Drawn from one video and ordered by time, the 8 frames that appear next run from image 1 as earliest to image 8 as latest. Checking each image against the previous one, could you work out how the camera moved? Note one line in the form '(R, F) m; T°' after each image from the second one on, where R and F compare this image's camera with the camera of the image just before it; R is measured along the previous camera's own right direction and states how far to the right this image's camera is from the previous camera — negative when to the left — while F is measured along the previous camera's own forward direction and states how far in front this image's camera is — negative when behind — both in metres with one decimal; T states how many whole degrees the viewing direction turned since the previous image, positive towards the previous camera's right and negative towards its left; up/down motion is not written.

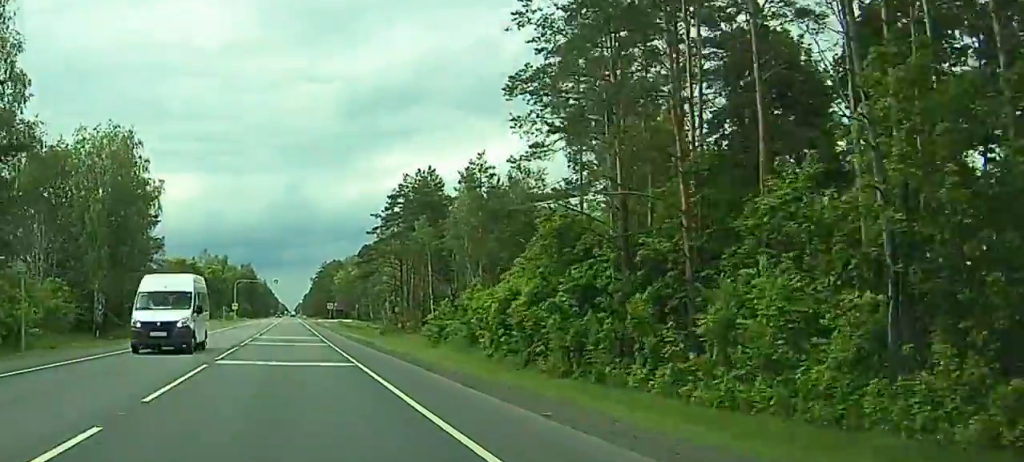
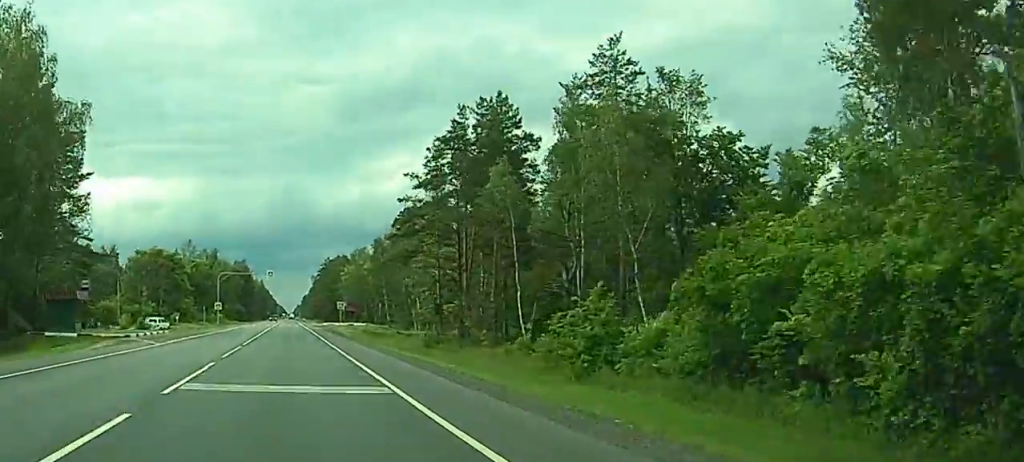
(0.0, +34.5) m; 0°
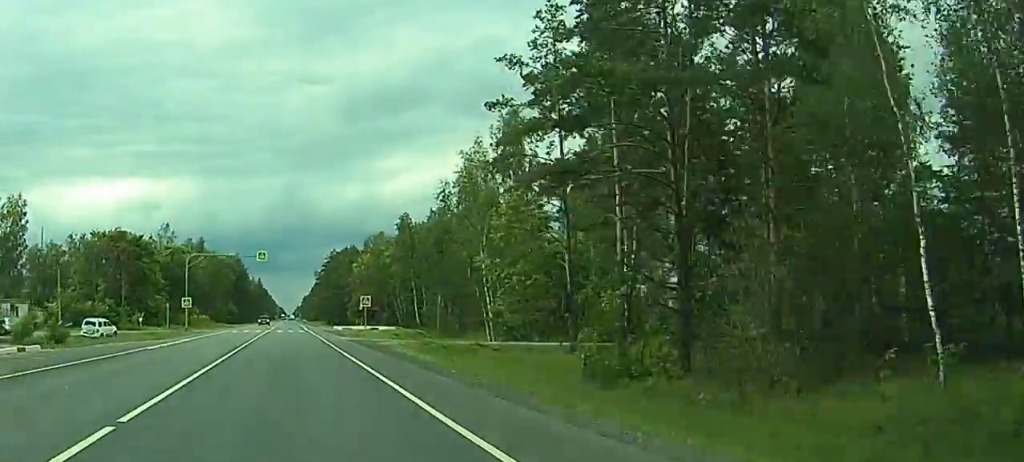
(+0.1, +35.8) m; 0°
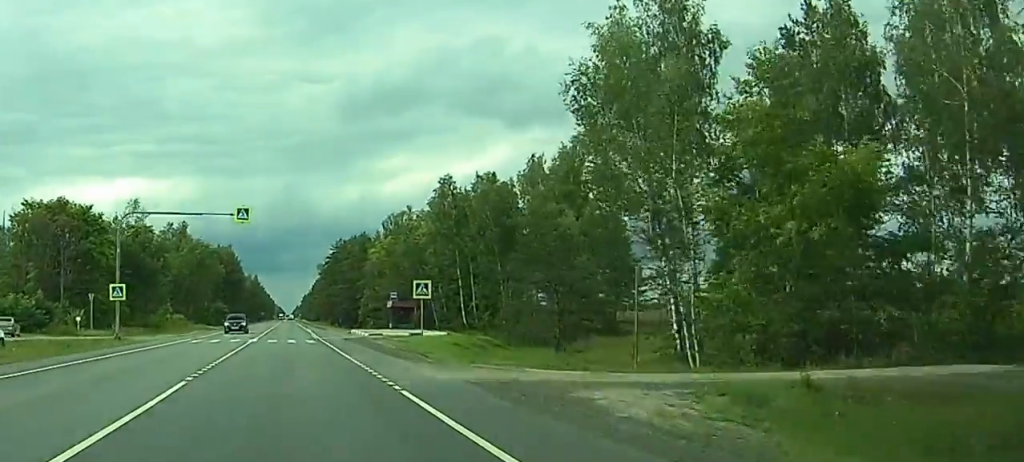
(0.0, +30.9) m; -2°
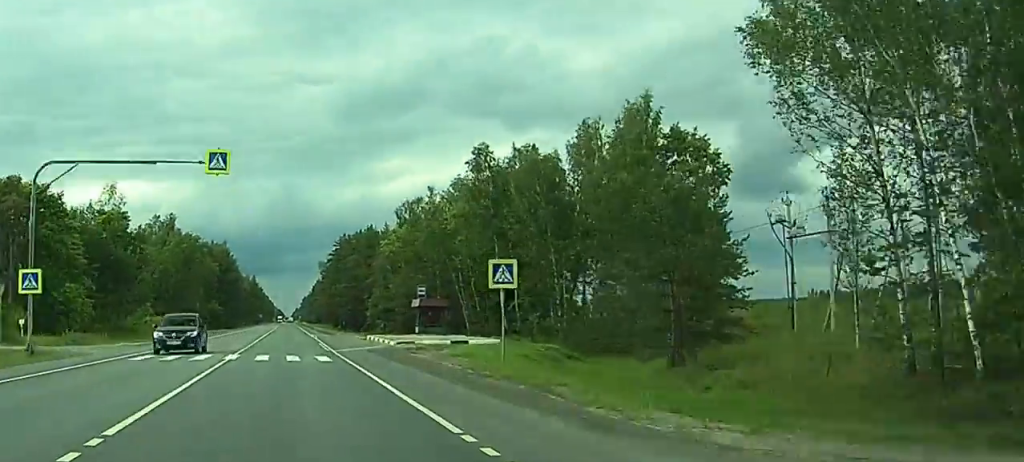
(-0.2, +15.4) m; 0°
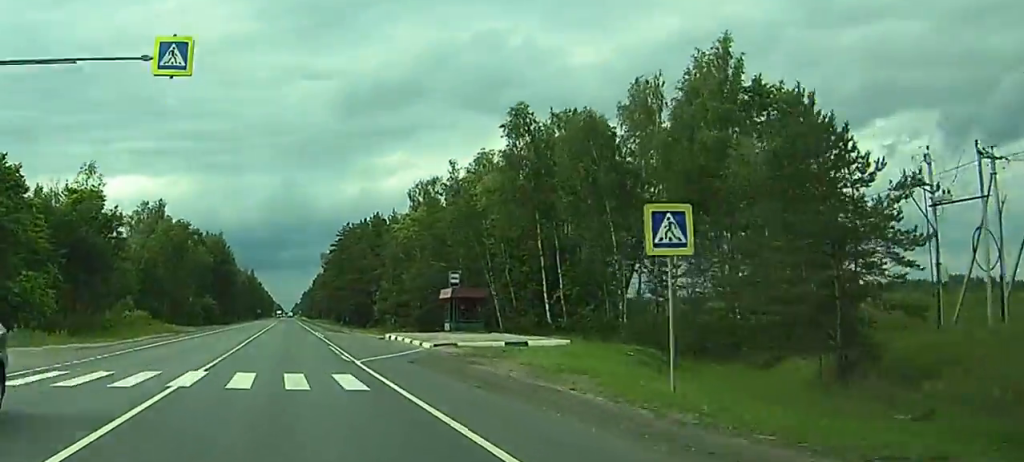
(-0.5, +11.2) m; +1°
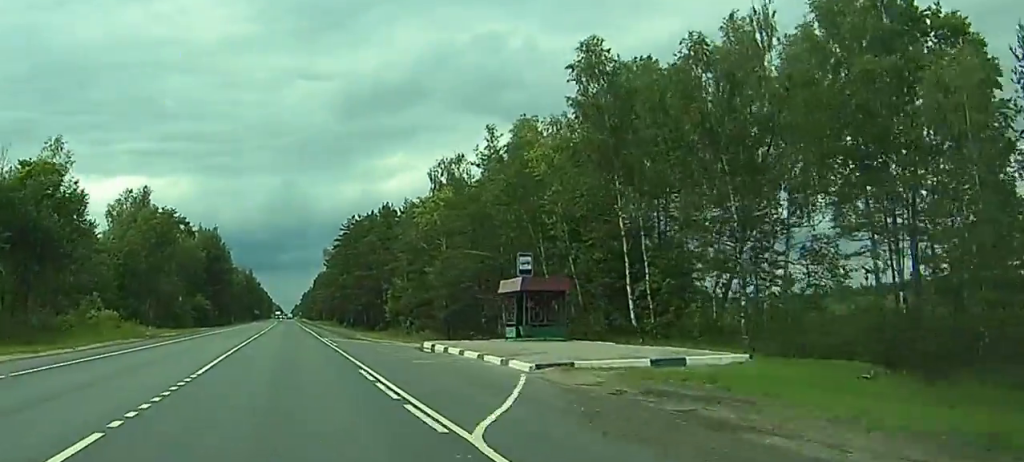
(+0.3, +15.5) m; +1°
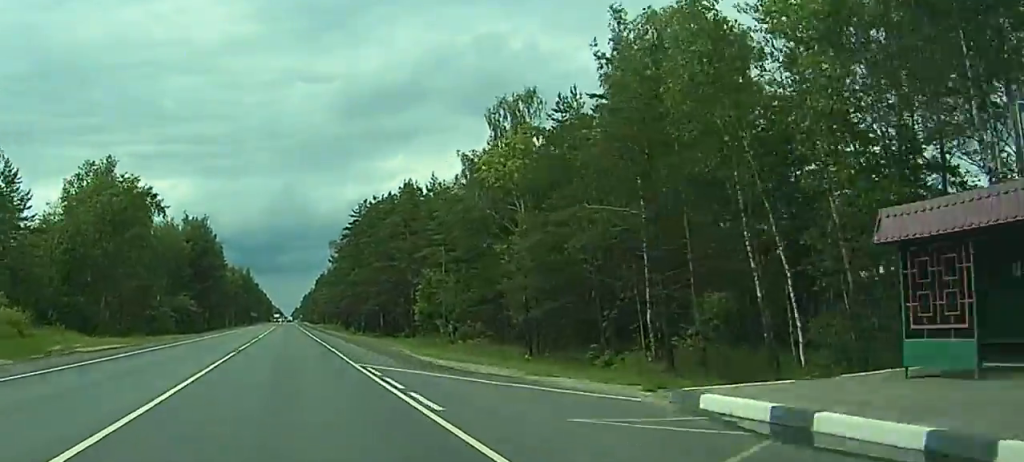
(+0.9, +29.1) m; +1°
